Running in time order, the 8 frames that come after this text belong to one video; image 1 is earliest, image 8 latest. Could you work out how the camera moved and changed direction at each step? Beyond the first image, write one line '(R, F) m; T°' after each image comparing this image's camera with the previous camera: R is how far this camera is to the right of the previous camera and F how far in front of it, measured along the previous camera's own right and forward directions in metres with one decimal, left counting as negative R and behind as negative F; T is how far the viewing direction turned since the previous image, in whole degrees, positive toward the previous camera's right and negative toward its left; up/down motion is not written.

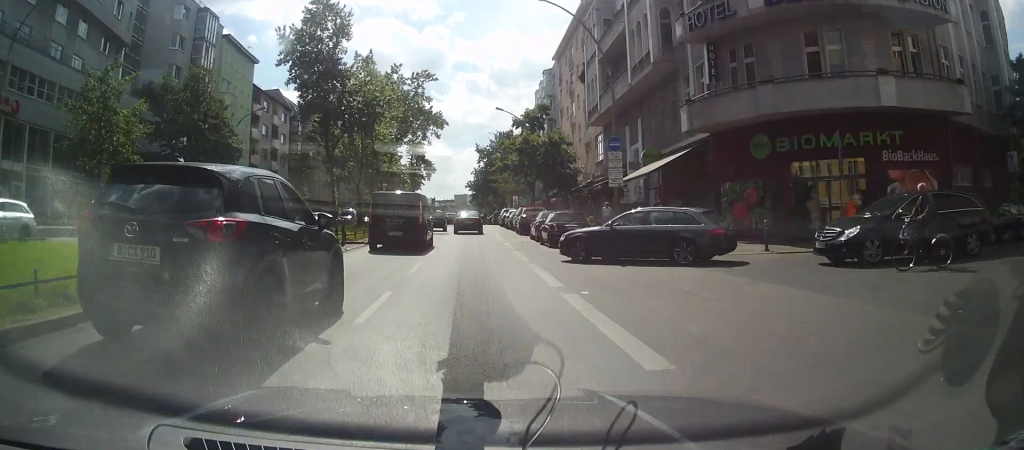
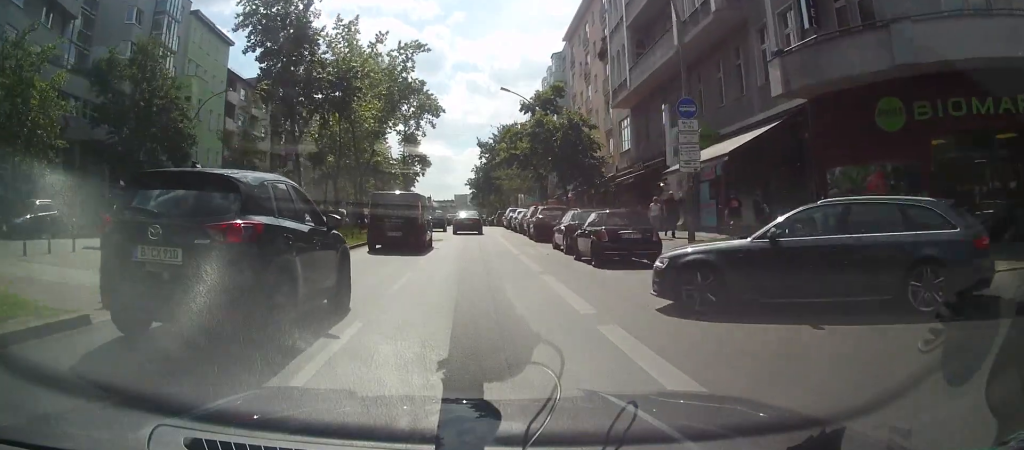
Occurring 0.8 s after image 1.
(0.0, +8.8) m; 0°
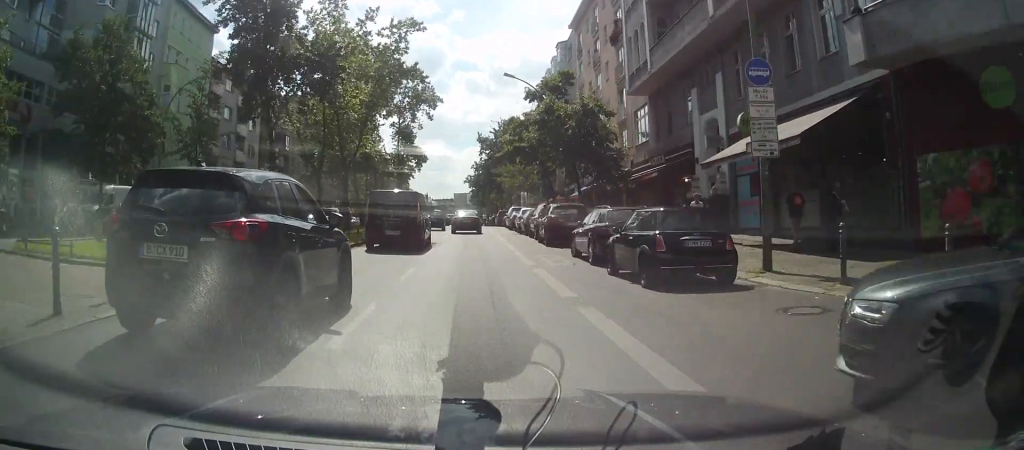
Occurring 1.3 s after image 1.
(0.0, +4.6) m; 0°
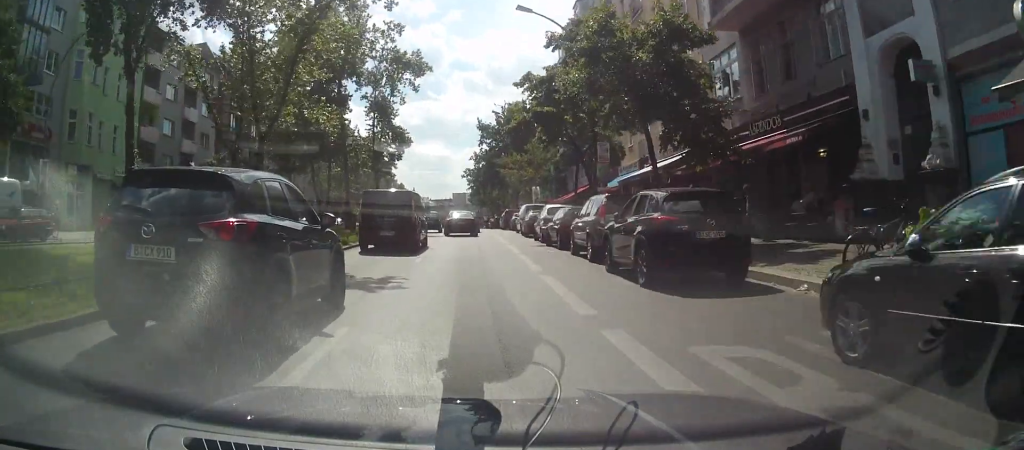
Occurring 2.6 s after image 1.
(0.0, +14.0) m; 0°
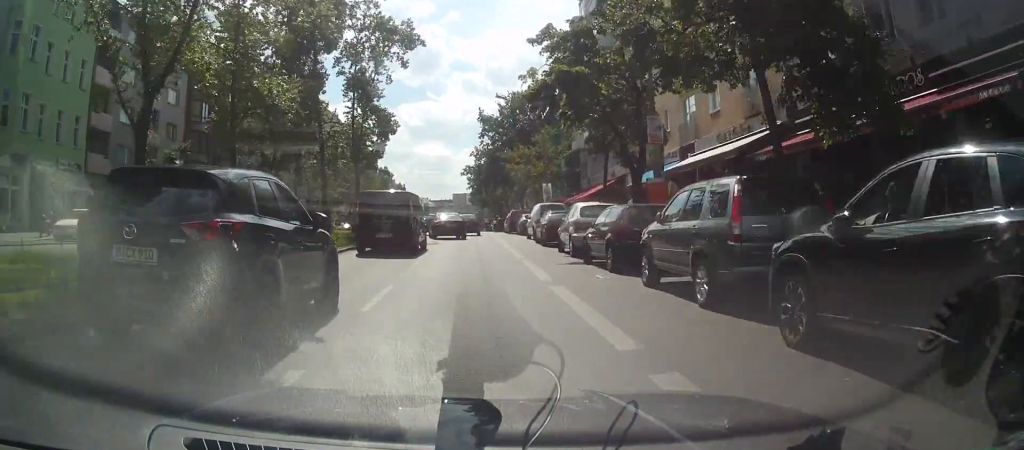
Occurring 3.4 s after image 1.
(0.0, +7.9) m; 0°
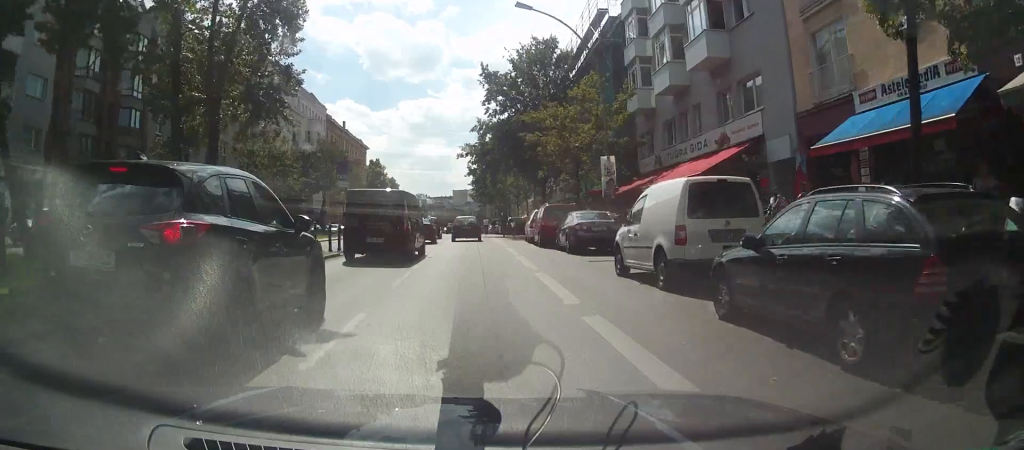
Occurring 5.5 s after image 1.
(+0.9, +21.2) m; +1°
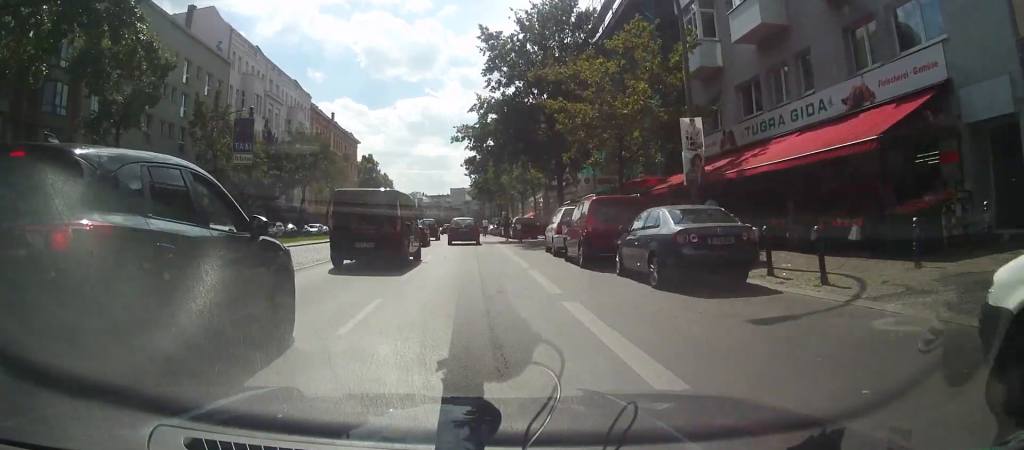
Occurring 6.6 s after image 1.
(-0.8, +10.5) m; -2°
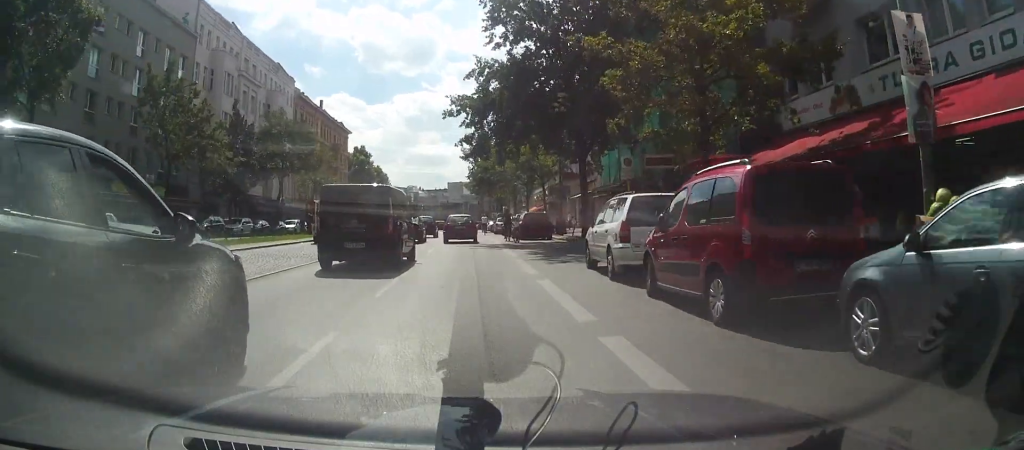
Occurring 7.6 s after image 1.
(+0.5, +8.9) m; +2°
